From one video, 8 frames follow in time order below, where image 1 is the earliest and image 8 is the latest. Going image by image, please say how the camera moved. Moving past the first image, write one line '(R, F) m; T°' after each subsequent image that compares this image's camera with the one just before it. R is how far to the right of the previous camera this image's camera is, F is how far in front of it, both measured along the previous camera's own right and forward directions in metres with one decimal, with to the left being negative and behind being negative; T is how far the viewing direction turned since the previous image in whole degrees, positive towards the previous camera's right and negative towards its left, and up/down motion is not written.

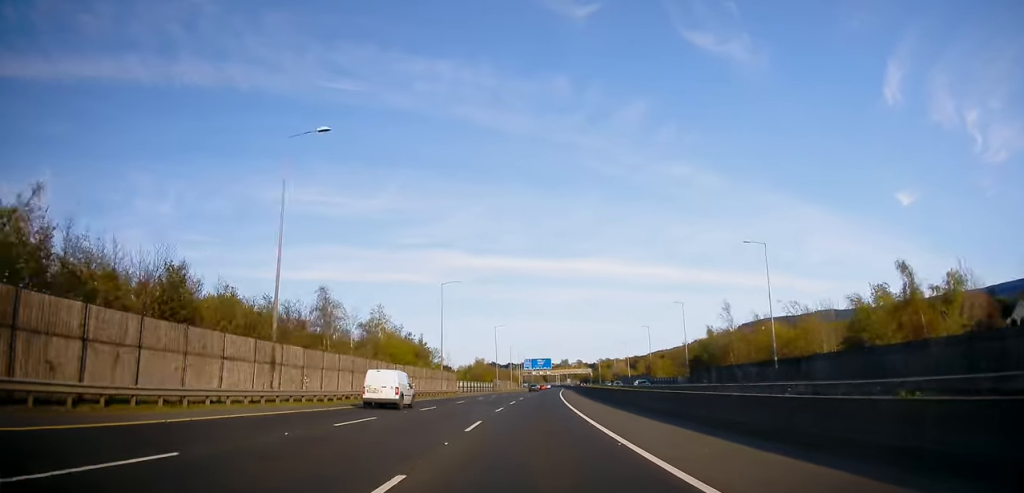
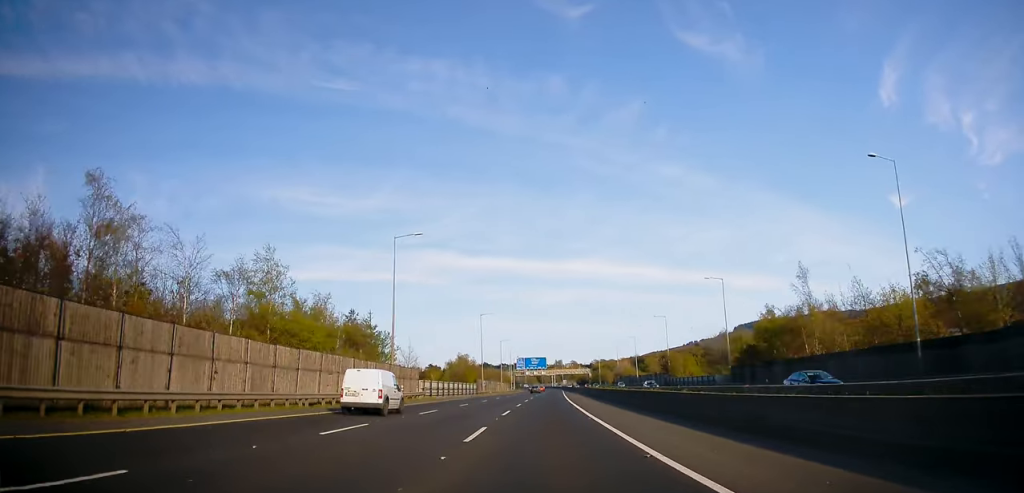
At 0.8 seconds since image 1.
(+0.2, +25.1) m; +1°
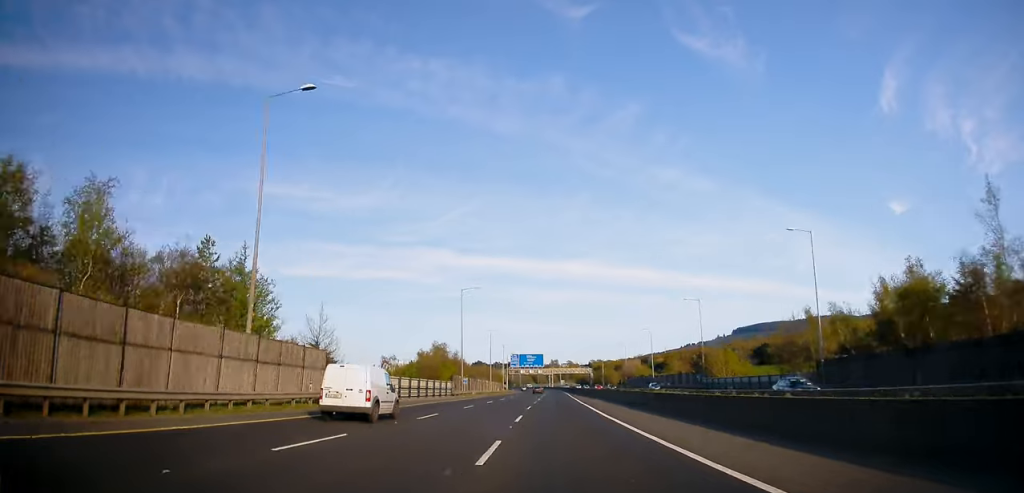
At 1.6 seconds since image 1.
(+0.1, +27.8) m; +1°
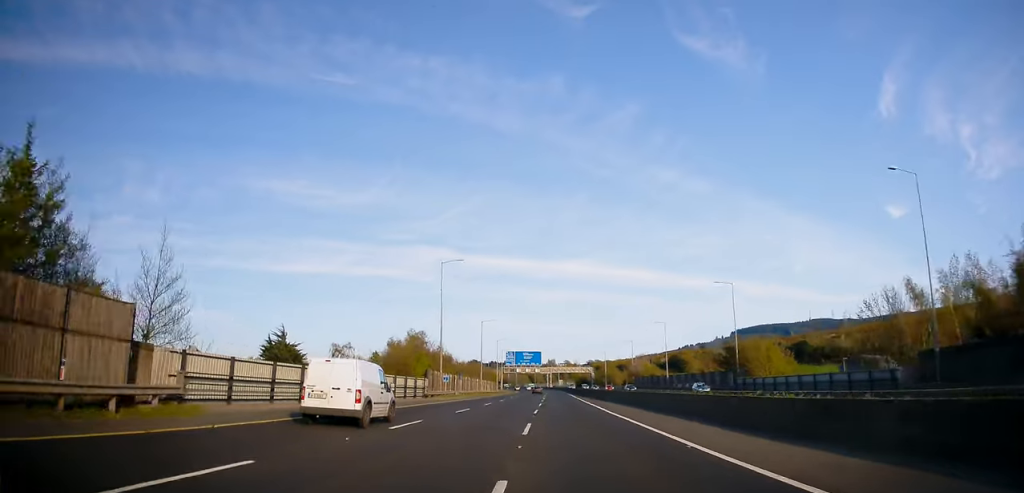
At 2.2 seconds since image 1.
(+0.3, +18.7) m; +1°
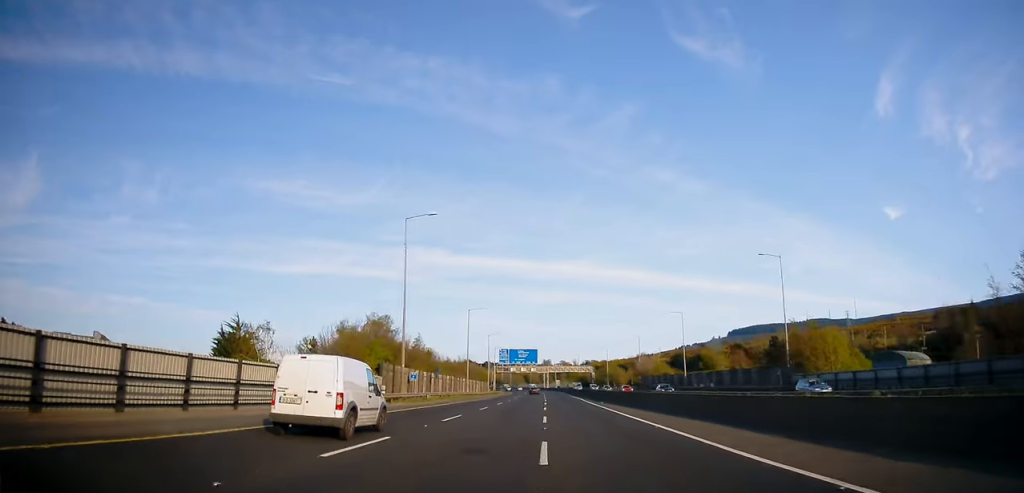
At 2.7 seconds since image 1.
(0.0, +17.4) m; 0°
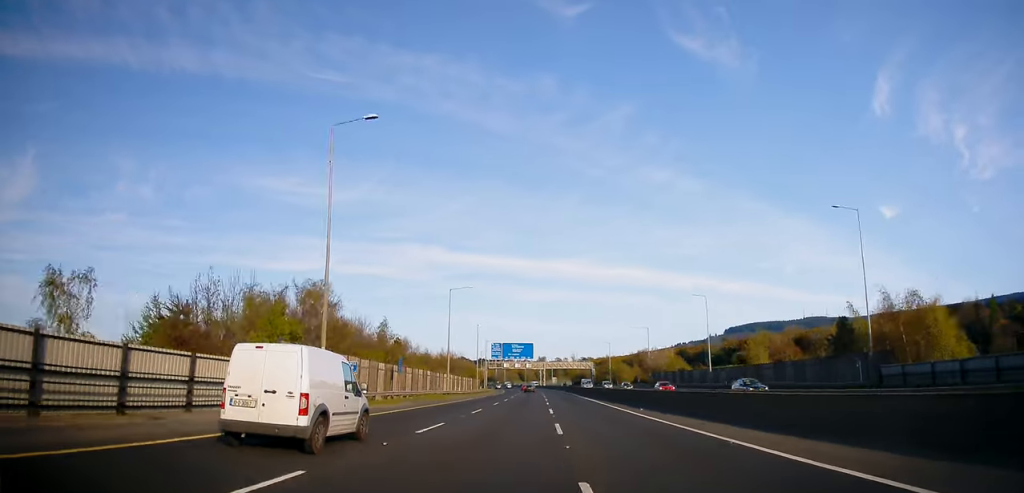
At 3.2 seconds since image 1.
(-0.2, +17.5) m; 0°
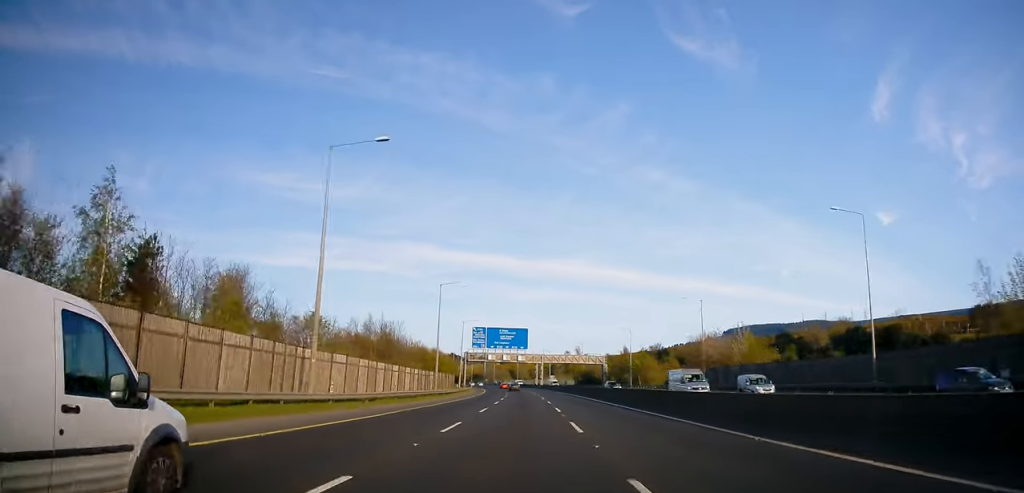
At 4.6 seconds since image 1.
(+0.9, +46.9) m; +1°
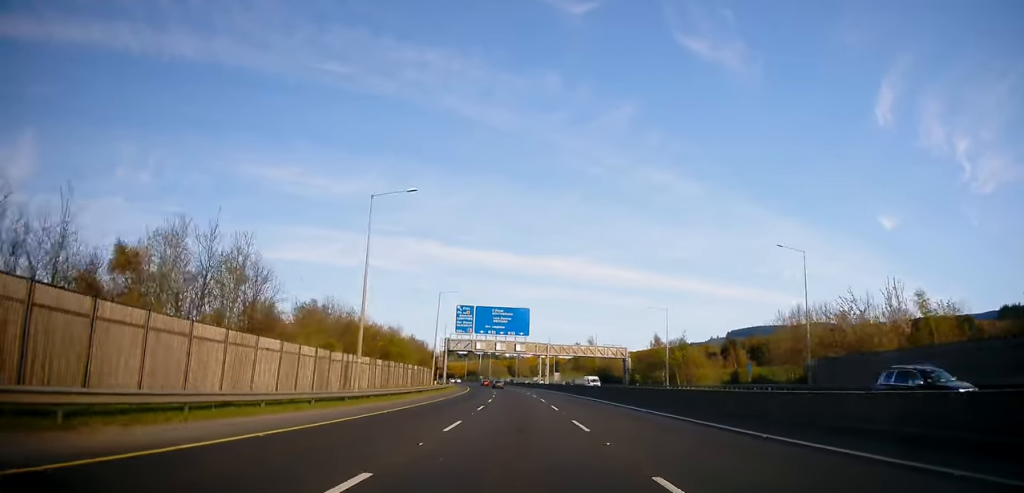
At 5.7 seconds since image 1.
(-0.1, +35.5) m; -1°
